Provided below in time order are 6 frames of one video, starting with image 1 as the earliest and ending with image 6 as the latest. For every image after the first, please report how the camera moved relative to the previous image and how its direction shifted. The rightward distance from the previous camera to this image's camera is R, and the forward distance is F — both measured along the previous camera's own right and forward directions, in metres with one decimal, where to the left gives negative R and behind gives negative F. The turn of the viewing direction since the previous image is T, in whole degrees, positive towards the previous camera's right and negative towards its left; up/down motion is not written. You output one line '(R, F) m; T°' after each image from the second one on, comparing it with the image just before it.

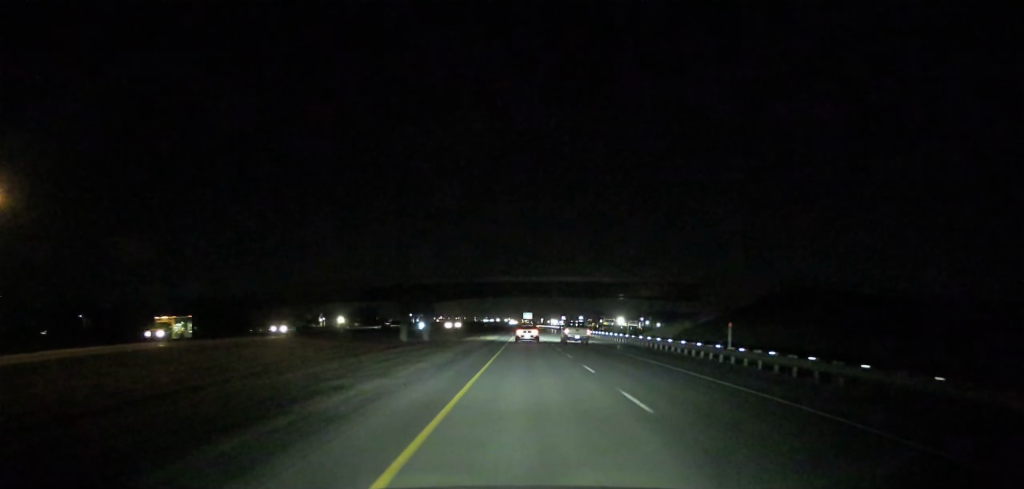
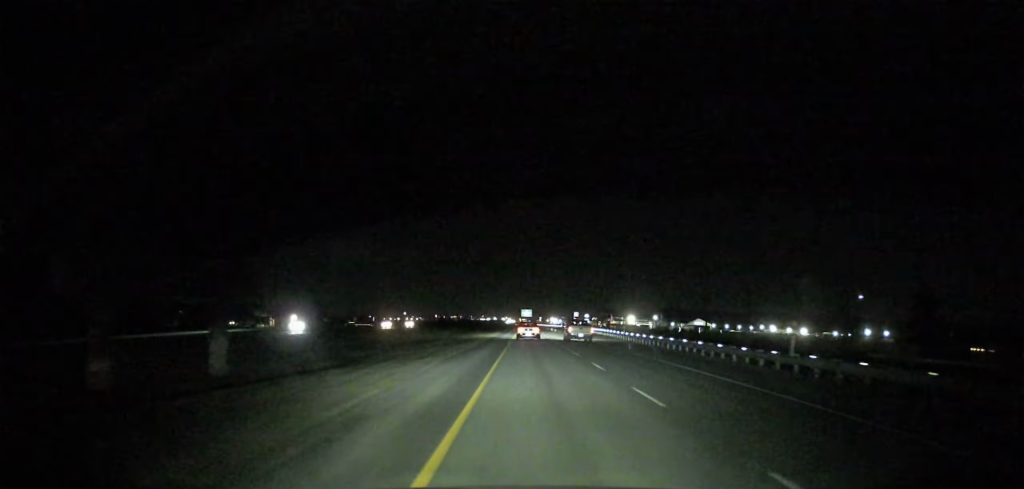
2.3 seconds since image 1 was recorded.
(0.0, +67.8) m; 0°
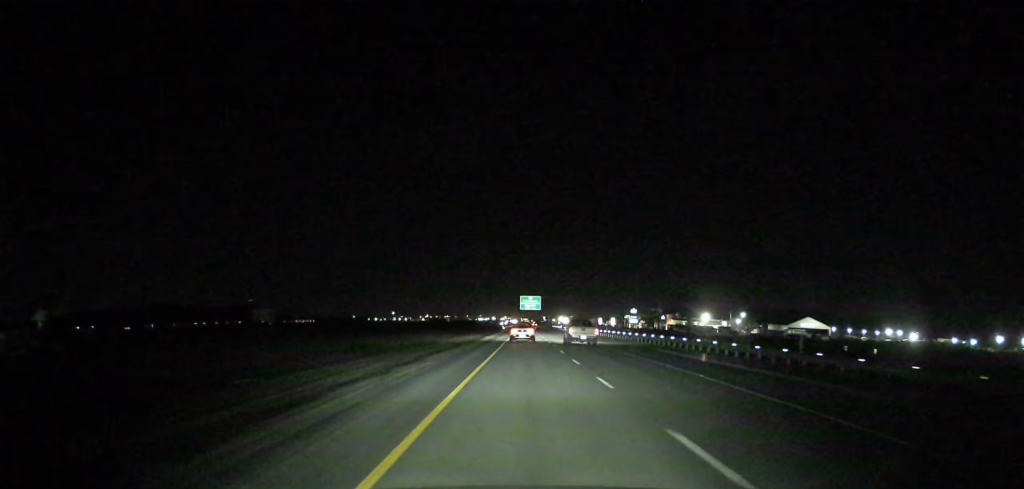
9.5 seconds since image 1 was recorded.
(-0.2, +155.9) m; 0°
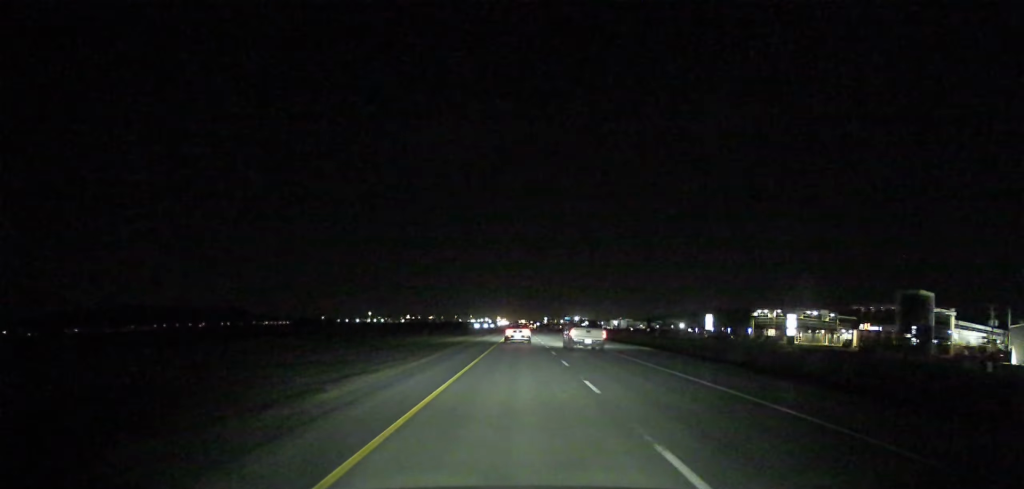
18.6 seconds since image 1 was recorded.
(-0.1, +229.1) m; 0°
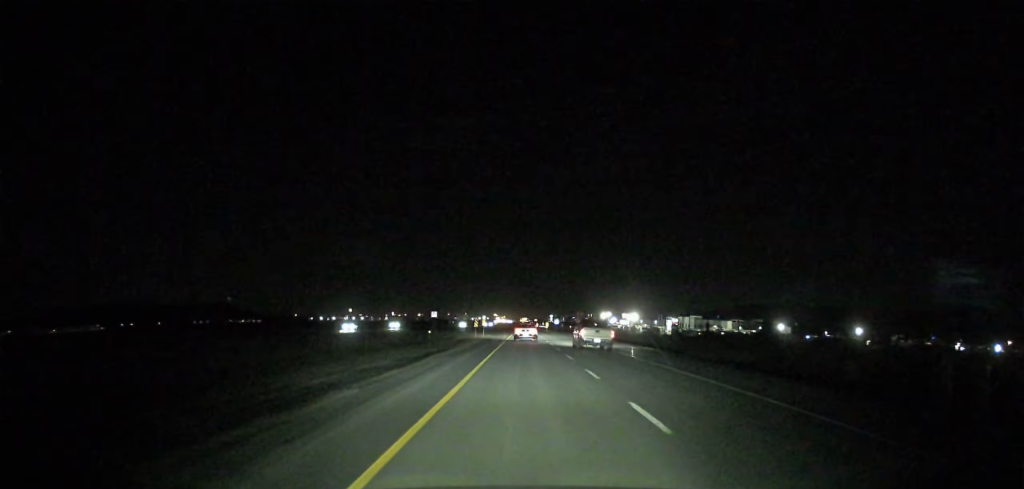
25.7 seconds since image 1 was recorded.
(-0.1, +180.5) m; 0°
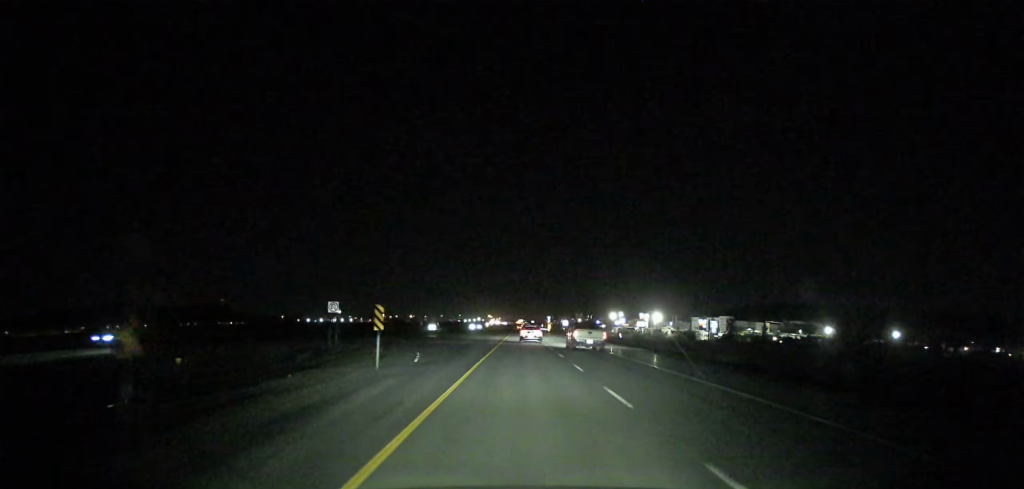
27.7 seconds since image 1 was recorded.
(0.0, +48.4) m; 0°
